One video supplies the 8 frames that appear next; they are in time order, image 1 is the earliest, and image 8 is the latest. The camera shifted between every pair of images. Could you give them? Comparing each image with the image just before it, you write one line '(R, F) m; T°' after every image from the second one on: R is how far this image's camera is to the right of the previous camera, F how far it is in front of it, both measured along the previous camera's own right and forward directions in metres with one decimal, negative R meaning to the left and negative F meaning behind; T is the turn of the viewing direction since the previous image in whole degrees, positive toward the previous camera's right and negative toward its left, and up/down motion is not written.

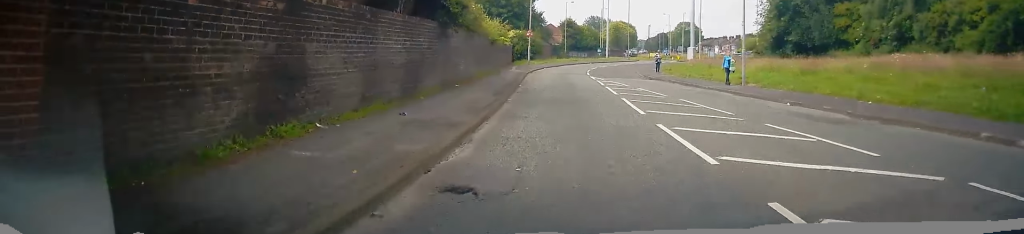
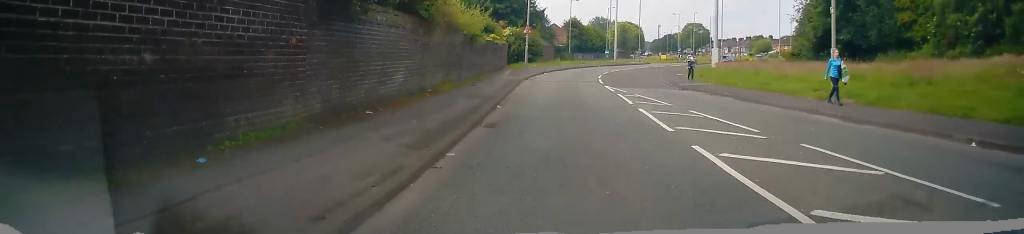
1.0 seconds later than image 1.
(-0.2, +8.8) m; -3°
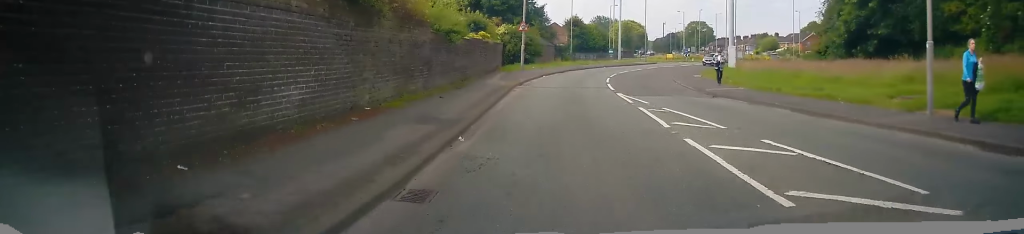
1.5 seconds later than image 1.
(-0.1, +5.2) m; -1°
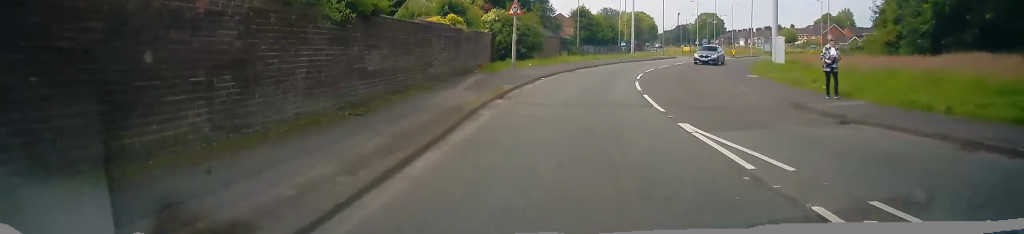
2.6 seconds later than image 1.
(0.0, +10.1) m; +1°
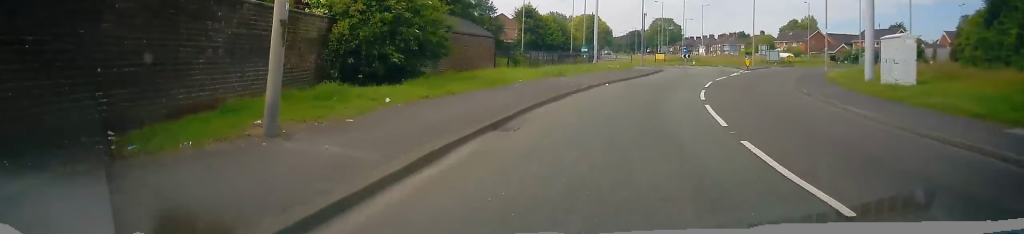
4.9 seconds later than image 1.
(+0.6, +19.8) m; +5°
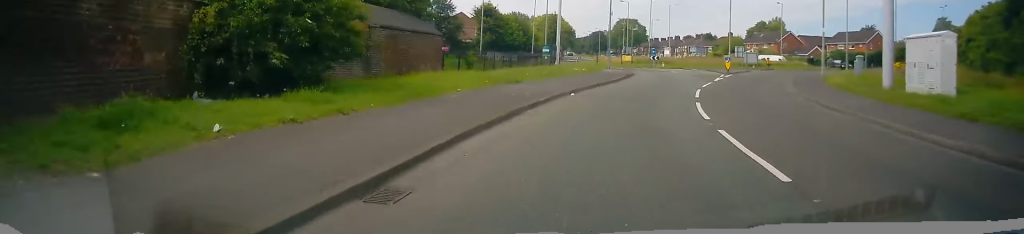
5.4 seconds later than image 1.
(0.0, +4.6) m; +3°
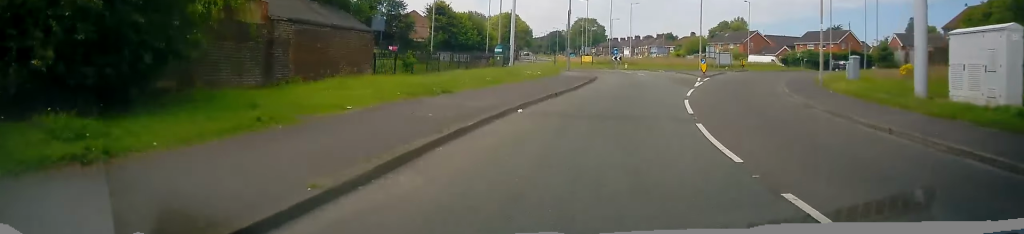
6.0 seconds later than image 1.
(+0.1, +4.8) m; +5°
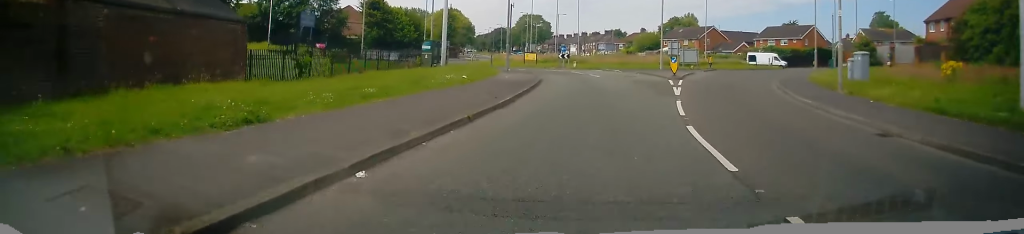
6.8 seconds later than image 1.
(+0.6, +6.8) m; +5°
